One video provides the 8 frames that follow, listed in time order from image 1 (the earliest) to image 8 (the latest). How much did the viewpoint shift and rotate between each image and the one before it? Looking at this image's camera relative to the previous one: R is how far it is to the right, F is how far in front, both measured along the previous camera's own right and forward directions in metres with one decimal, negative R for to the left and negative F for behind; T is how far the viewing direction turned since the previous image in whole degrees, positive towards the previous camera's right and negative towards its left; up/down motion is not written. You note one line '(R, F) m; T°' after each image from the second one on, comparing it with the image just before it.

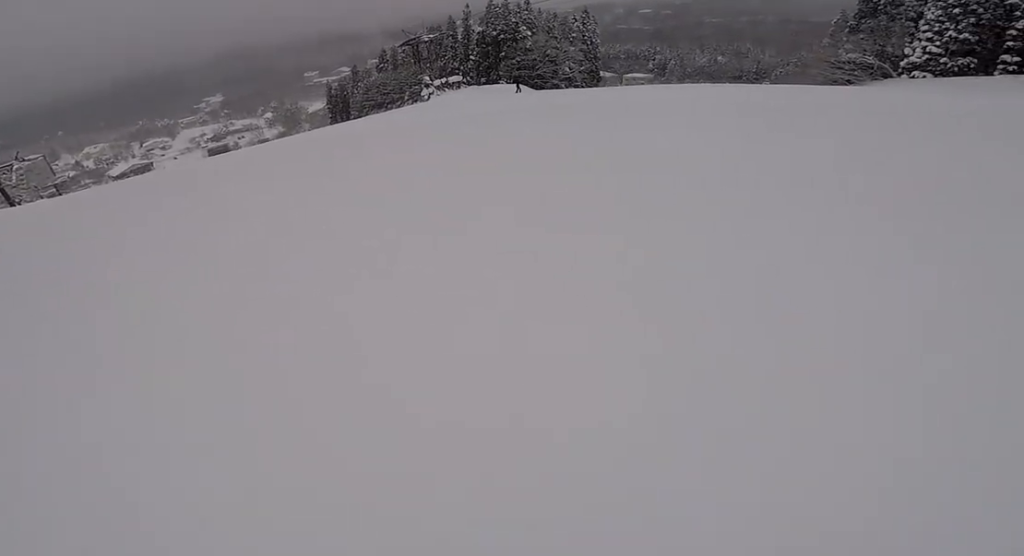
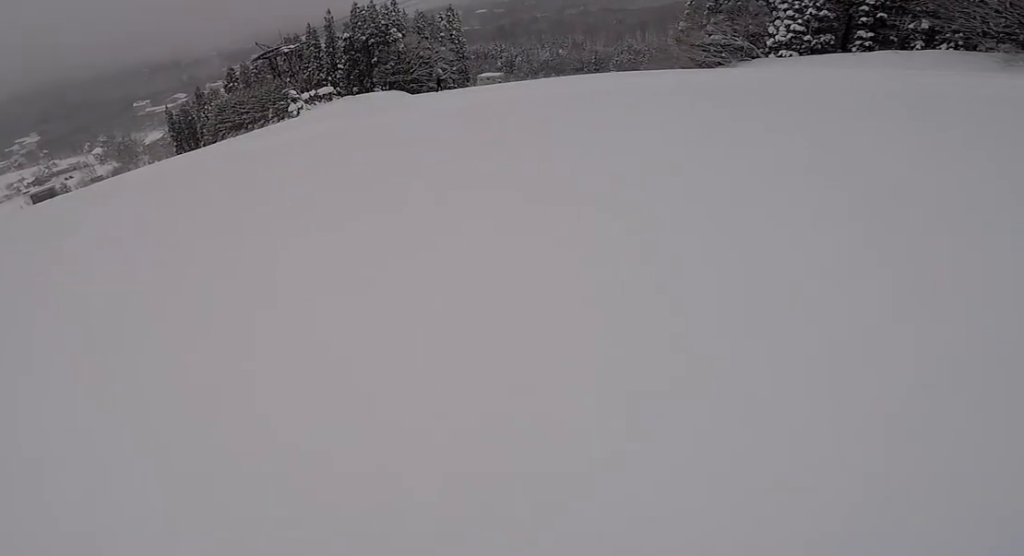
(+0.5, +7.3) m; +13°
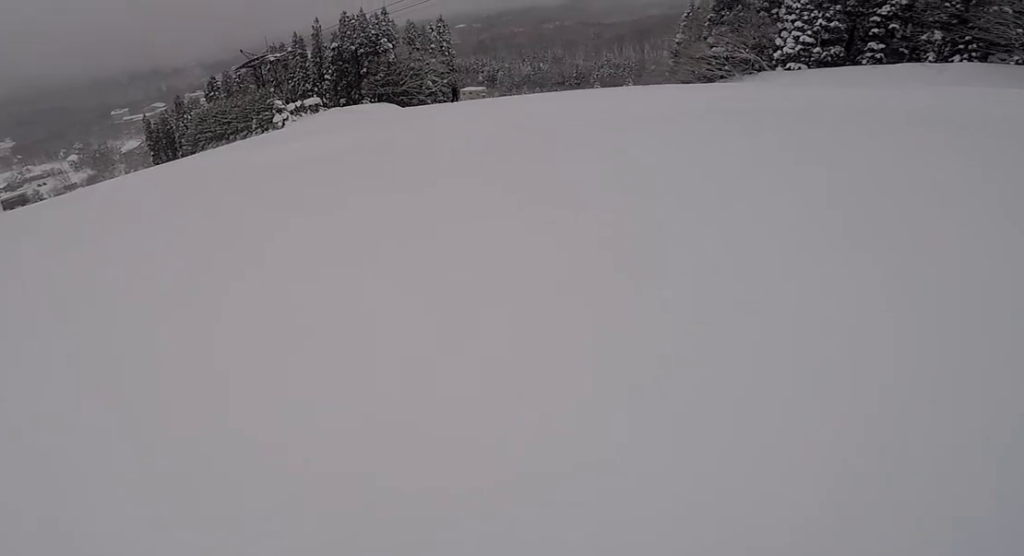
(+0.5, +4.6) m; +9°
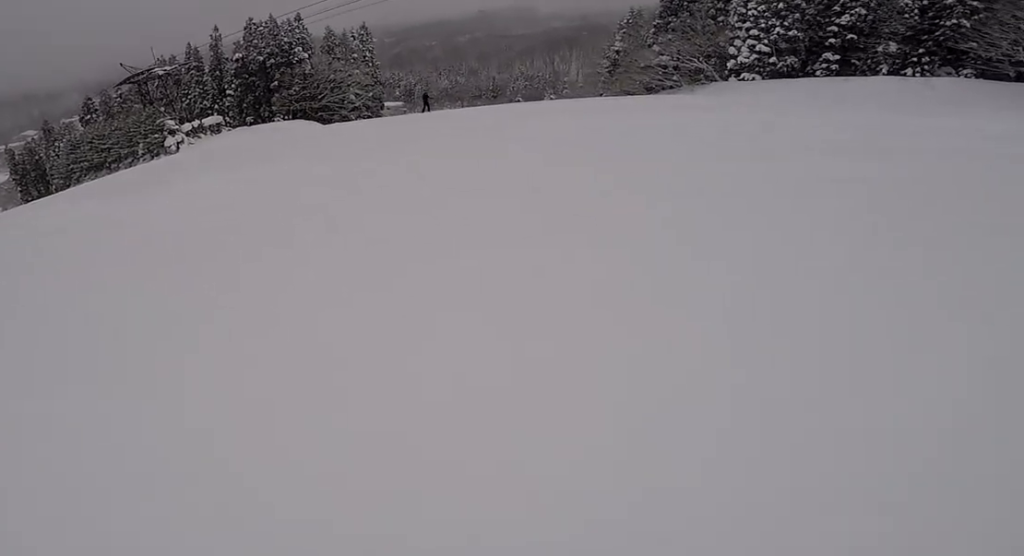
(+0.9, +7.5) m; +3°
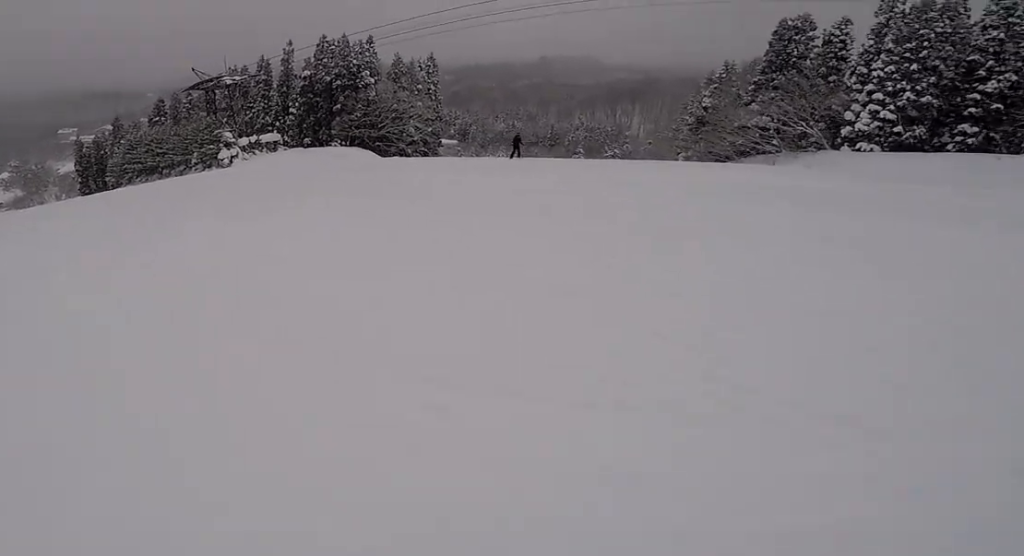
(-0.2, +5.7) m; -5°
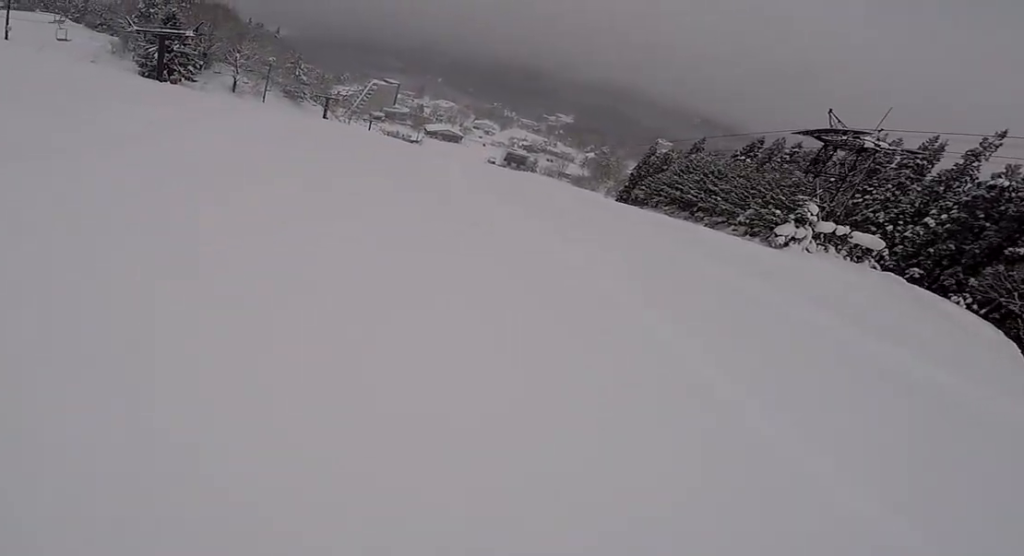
(-6.4, +15.2) m; -59°
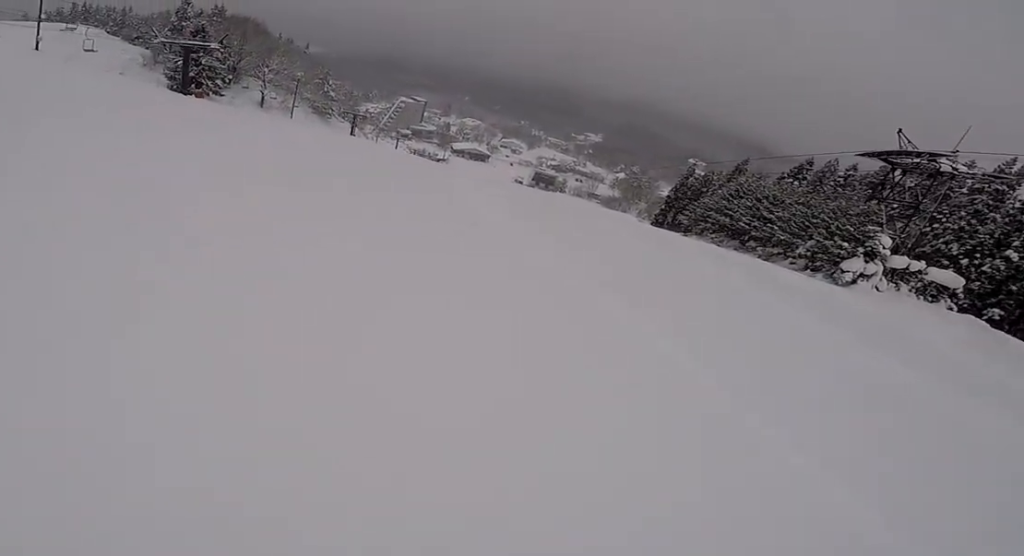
(-0.4, +3.1) m; -9°
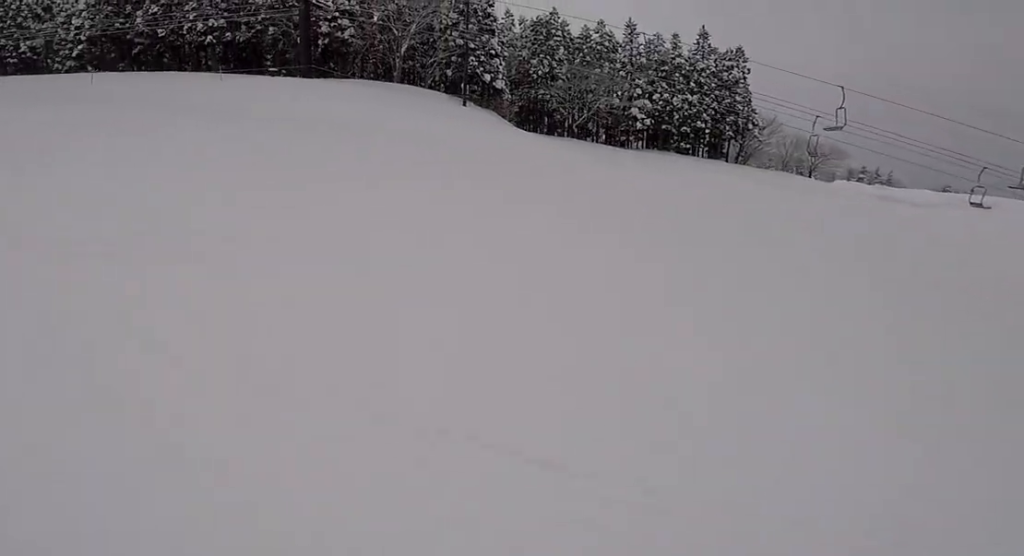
(-1.6, +10.2) m; -15°
